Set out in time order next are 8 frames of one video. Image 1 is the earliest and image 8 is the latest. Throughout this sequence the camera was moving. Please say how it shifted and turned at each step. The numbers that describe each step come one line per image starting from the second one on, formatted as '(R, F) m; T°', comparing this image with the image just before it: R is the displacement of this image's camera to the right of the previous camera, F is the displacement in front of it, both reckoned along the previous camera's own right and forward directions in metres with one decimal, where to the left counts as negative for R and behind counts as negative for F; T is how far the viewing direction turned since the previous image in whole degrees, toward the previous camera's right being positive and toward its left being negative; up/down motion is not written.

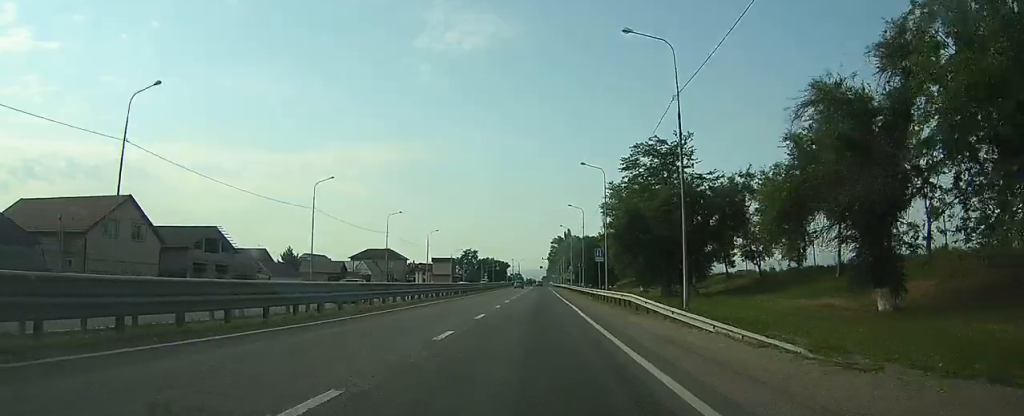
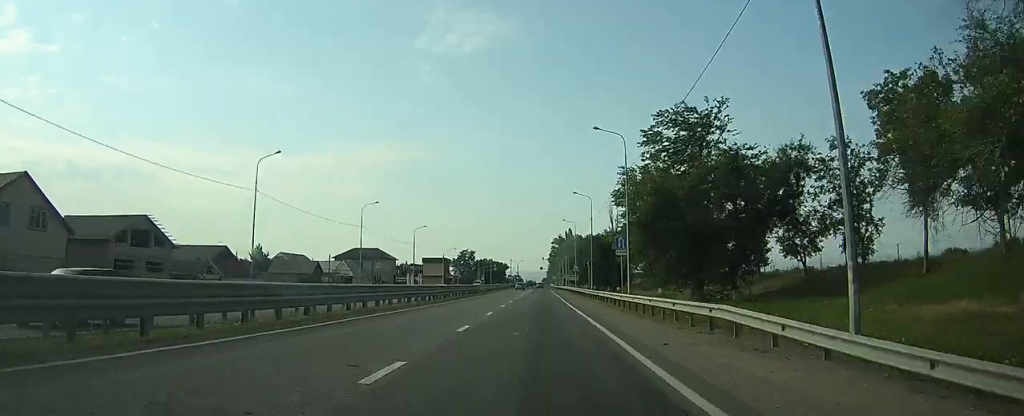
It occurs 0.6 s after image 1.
(0.0, +13.3) m; 0°
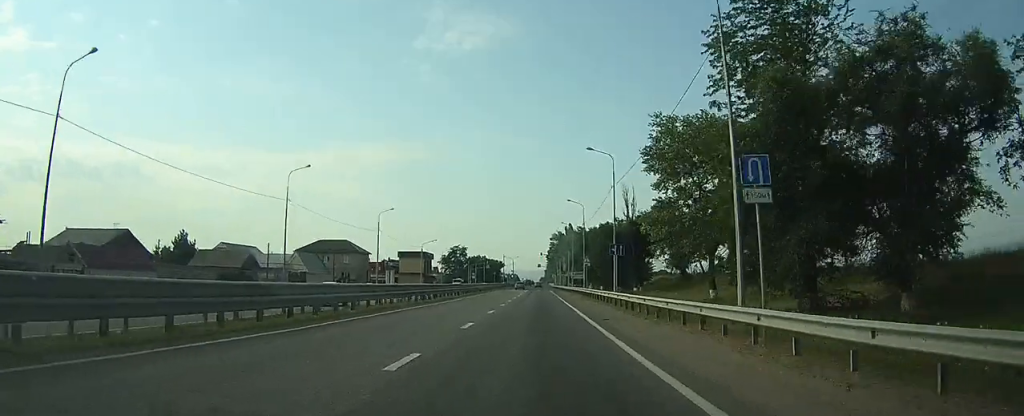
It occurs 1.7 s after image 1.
(0.0, +23.1) m; 0°
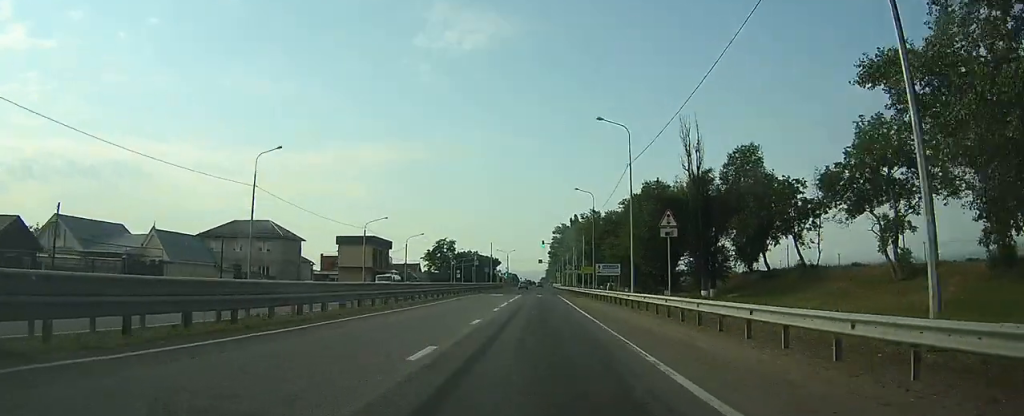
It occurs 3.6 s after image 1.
(0.0, +39.1) m; 0°
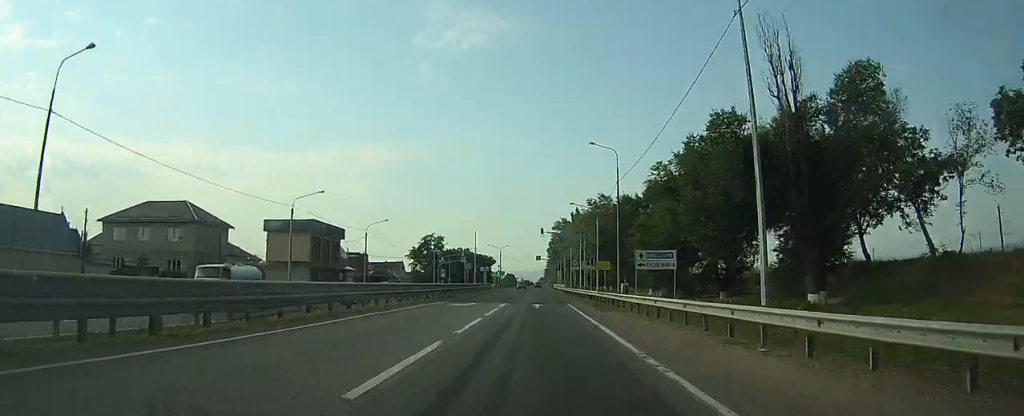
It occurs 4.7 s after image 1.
(+0.2, +23.0) m; 0°
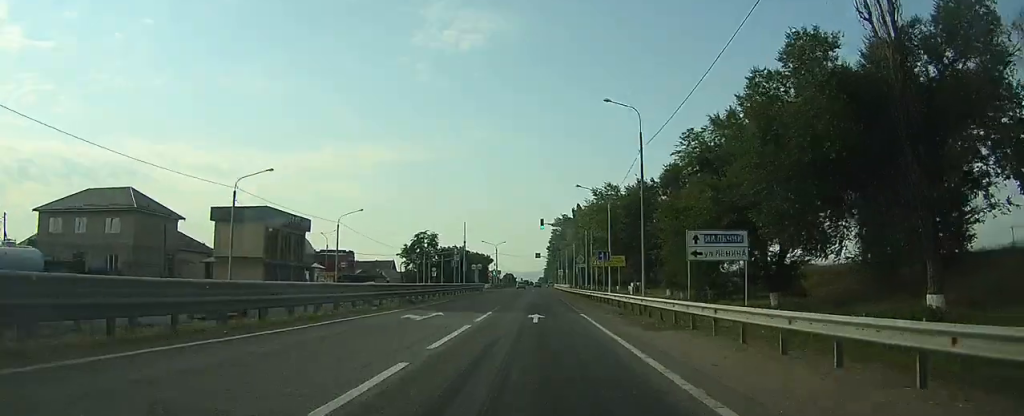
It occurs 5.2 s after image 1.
(0.0, +11.2) m; 0°
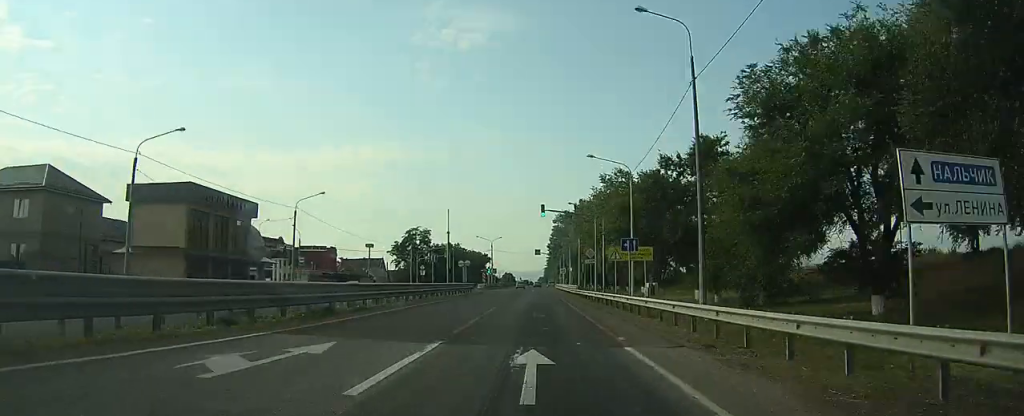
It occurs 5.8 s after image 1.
(0.0, +12.6) m; 0°
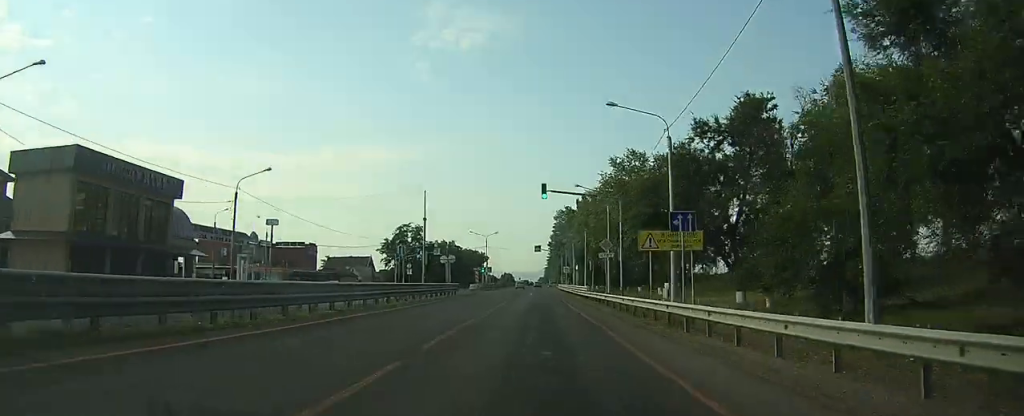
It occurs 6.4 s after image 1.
(0.0, +11.9) m; 0°
